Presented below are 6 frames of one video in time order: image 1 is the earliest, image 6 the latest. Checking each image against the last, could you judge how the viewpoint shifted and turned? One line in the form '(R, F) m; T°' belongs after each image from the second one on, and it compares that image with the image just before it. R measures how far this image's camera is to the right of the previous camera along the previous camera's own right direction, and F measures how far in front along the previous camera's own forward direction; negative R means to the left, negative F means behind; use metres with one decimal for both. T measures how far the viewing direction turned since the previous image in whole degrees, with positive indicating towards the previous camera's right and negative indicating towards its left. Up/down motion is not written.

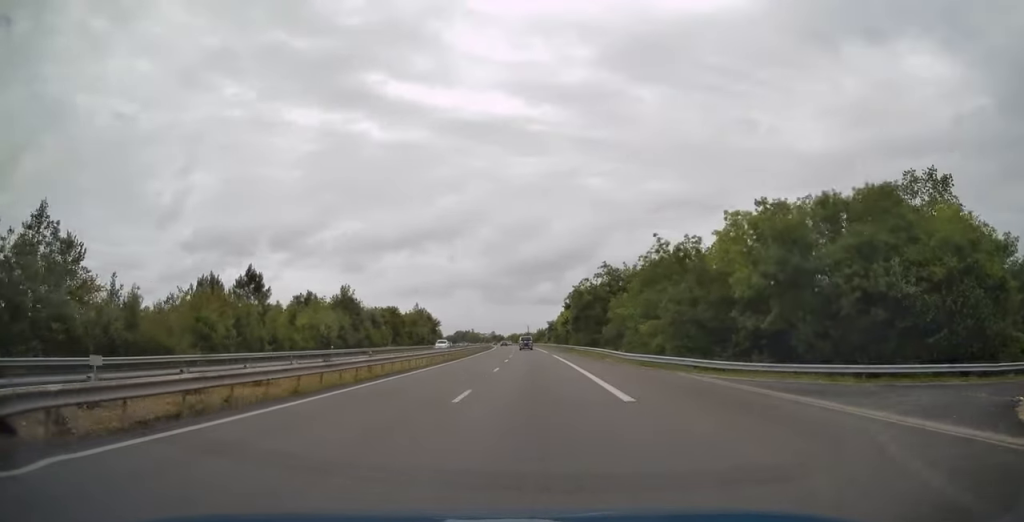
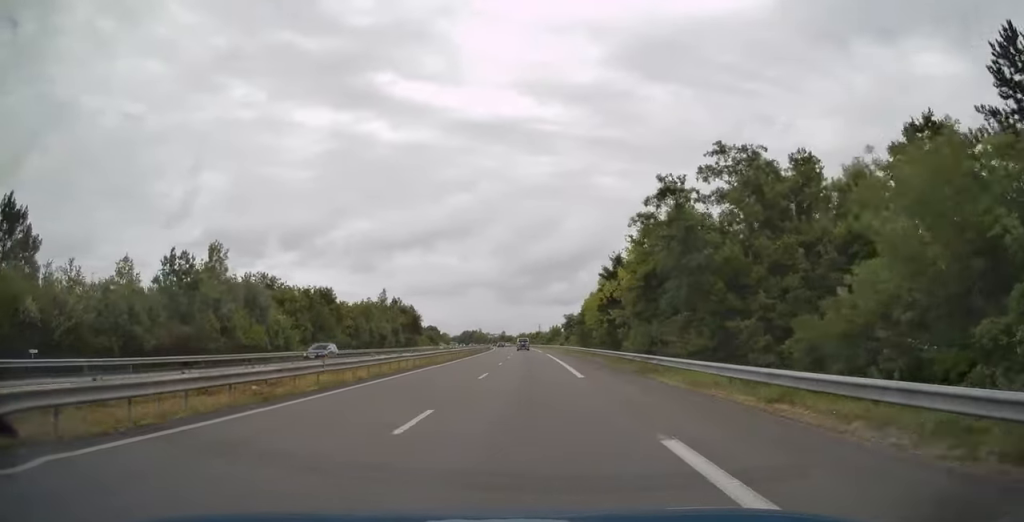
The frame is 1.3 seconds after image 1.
(-0.1, +43.7) m; -1°
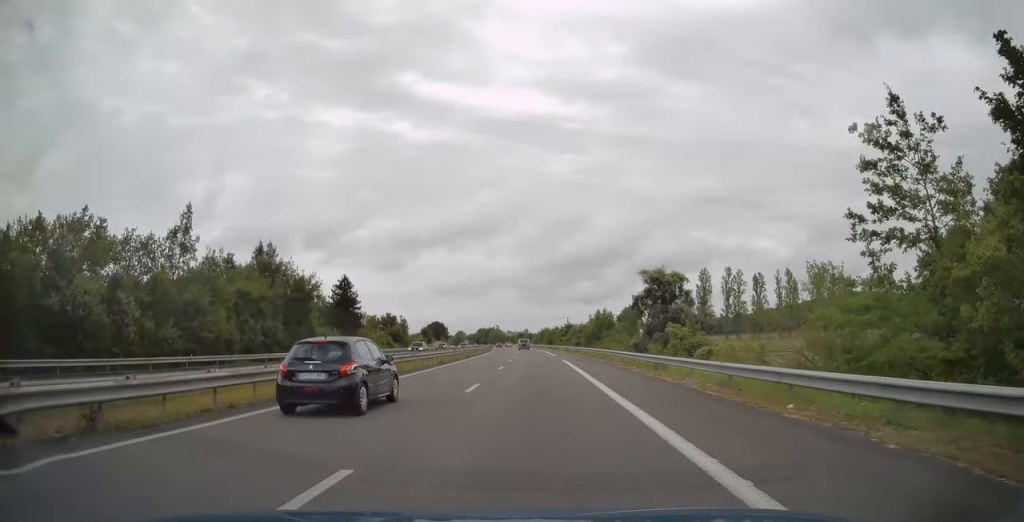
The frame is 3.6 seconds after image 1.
(-1.7, +71.2) m; -2°
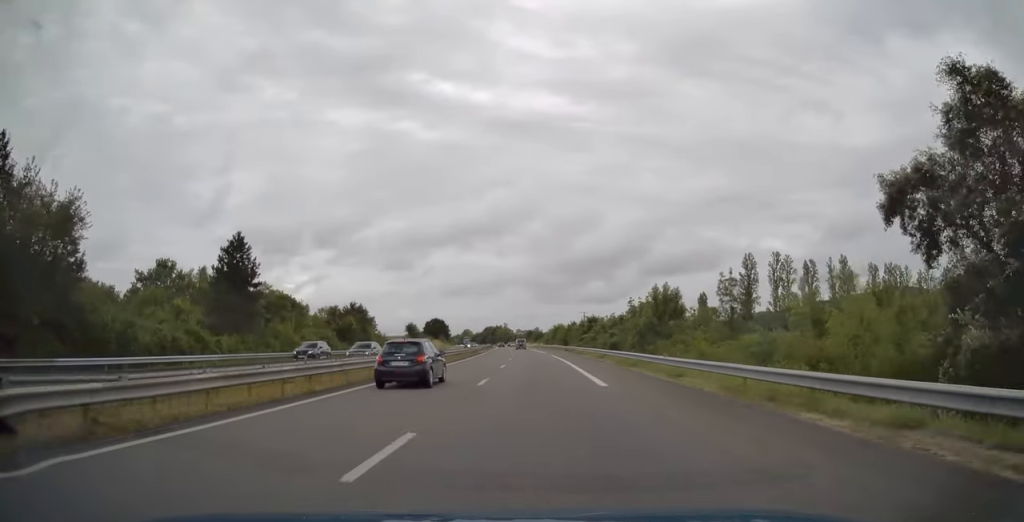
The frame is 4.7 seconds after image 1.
(-0.4, +36.7) m; -1°
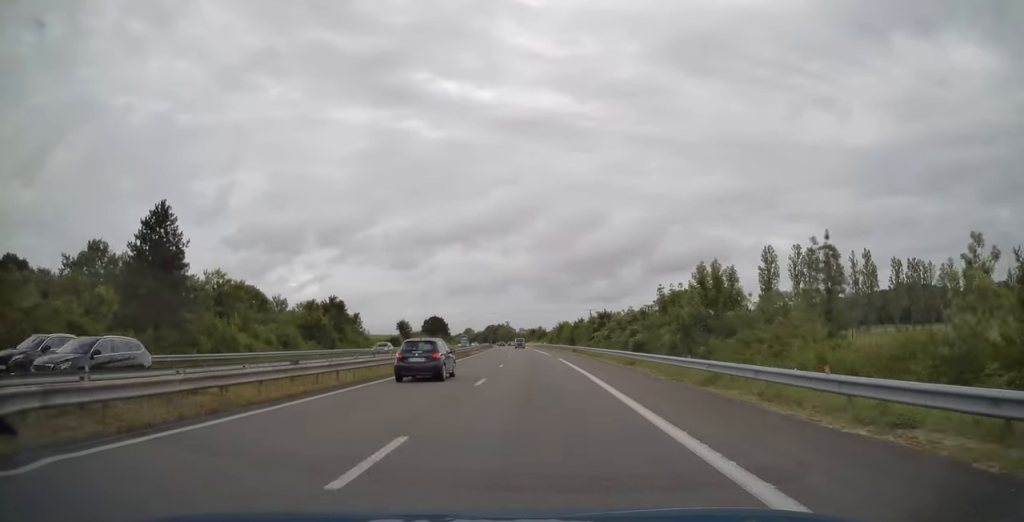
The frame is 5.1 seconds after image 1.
(0.0, +13.5) m; 0°
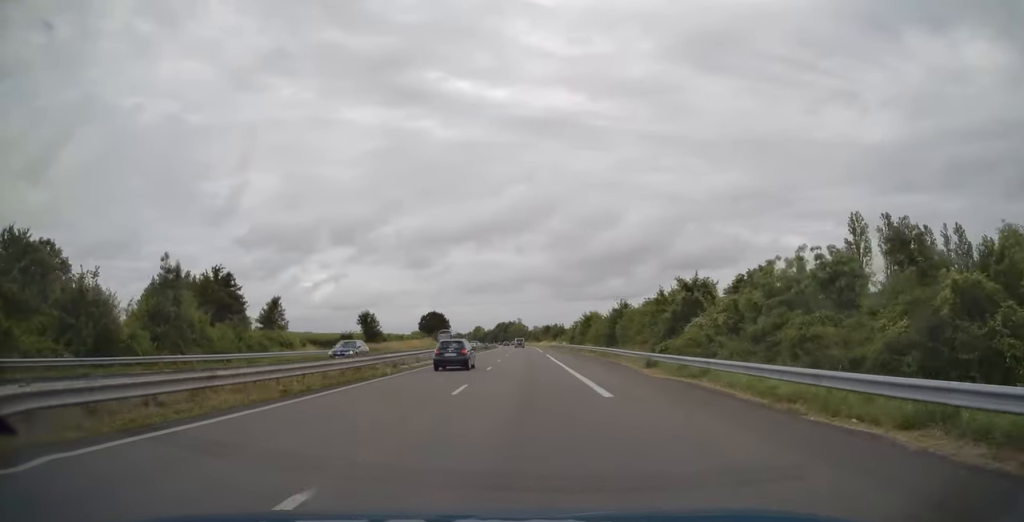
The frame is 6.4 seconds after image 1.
(-0.7, +42.7) m; -1°
